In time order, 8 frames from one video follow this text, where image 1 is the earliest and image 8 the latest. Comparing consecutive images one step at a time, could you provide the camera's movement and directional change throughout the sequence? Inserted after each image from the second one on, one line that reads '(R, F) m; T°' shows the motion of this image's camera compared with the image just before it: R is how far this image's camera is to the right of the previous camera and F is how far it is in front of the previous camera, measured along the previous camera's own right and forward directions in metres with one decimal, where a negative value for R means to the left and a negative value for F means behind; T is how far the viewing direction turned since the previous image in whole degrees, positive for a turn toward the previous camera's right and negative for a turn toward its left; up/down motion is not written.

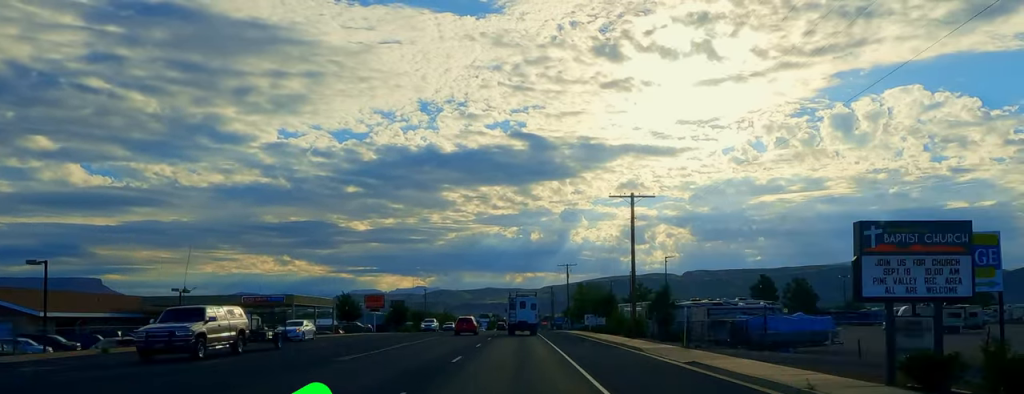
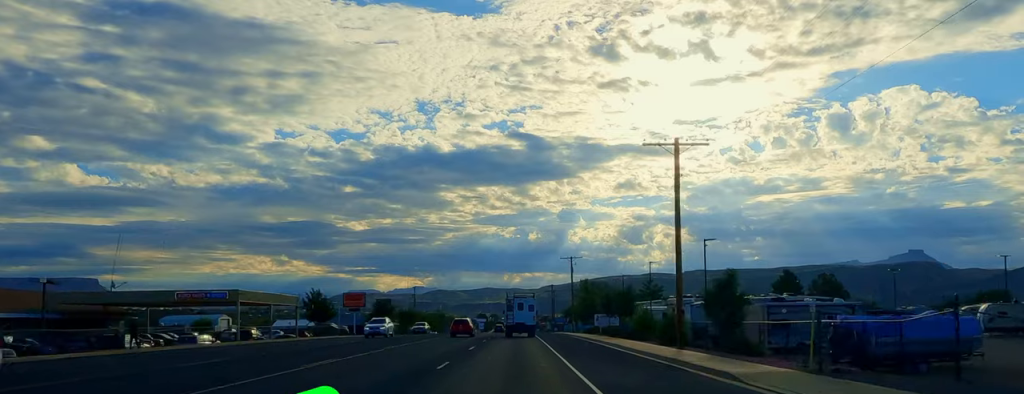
(0.0, +14.7) m; 0°
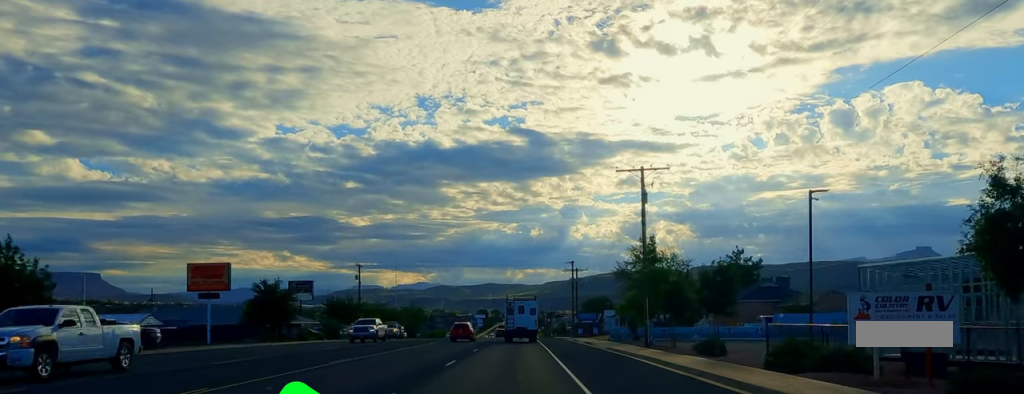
(-0.9, +57.4) m; -3°
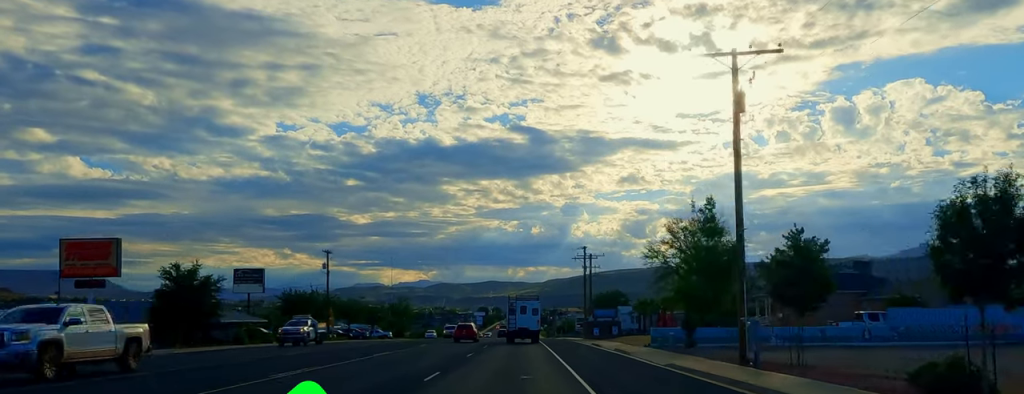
(-0.8, +17.8) m; 0°
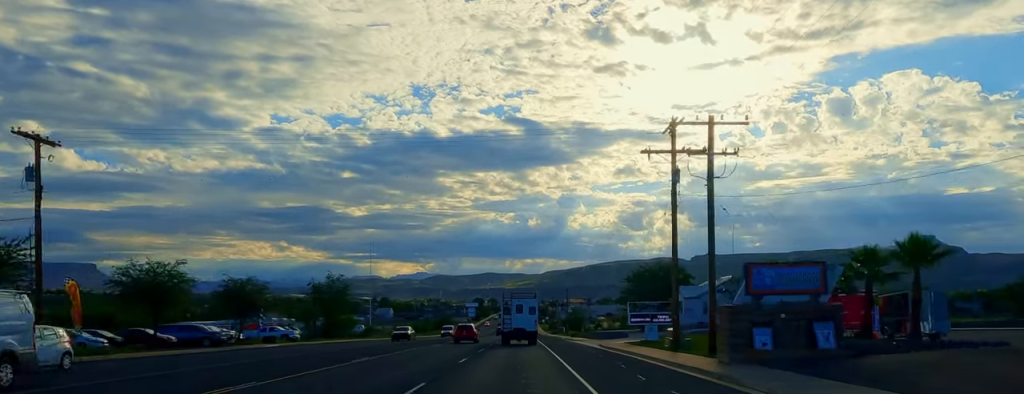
(+1.7, +51.5) m; +3°
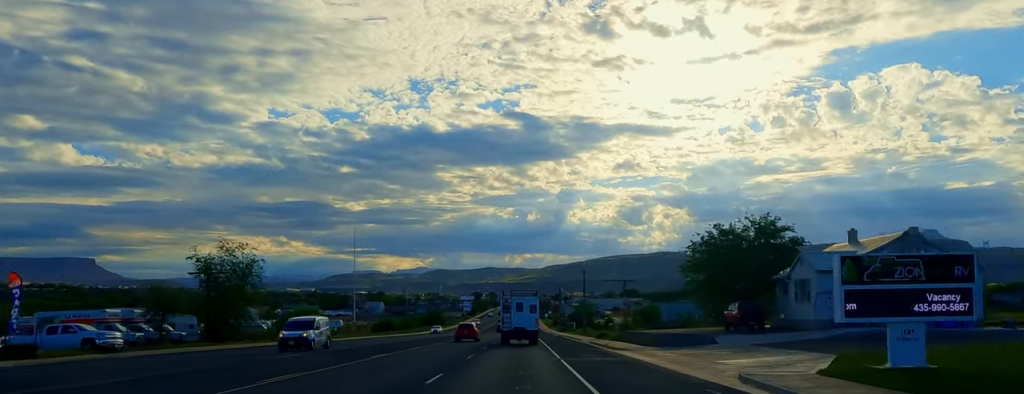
(0.0, +33.3) m; 0°
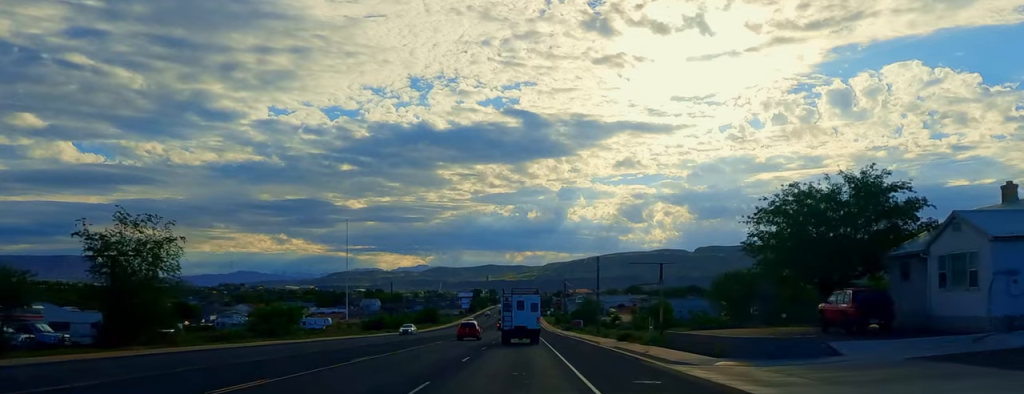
(0.0, +15.3) m; 0°
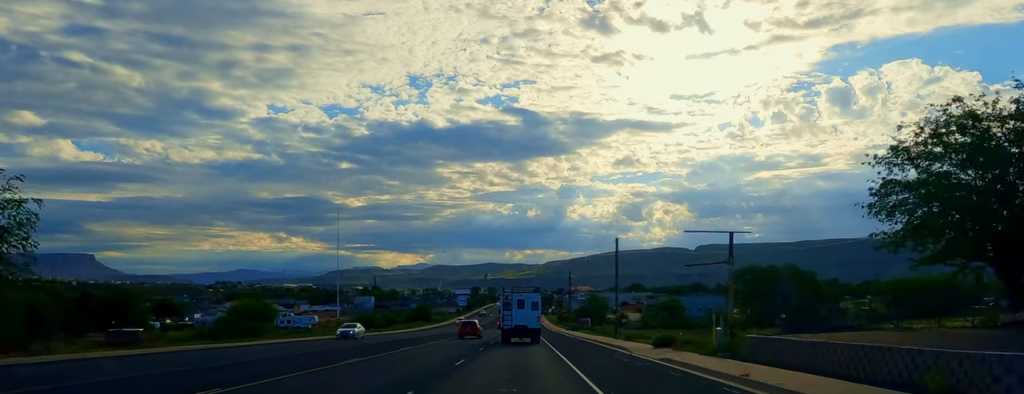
(0.0, +14.7) m; 0°
